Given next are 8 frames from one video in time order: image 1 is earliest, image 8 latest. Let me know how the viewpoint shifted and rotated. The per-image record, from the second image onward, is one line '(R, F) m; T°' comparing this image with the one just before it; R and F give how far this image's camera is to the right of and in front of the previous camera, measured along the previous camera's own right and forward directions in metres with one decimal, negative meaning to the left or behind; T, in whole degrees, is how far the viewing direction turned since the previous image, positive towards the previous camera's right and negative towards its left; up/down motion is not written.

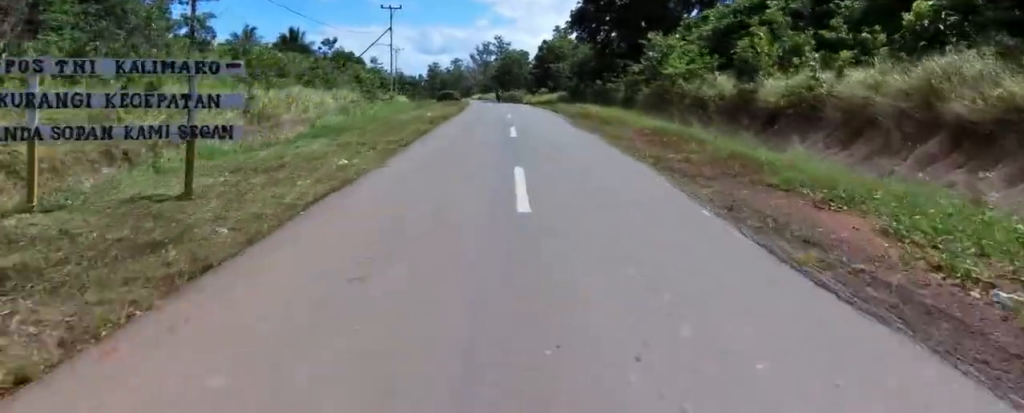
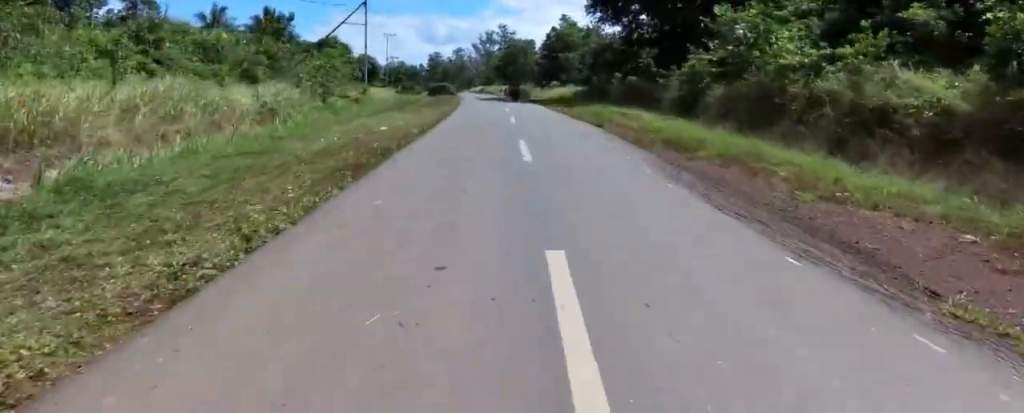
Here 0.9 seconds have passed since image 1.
(+0.7, +11.9) m; +3°
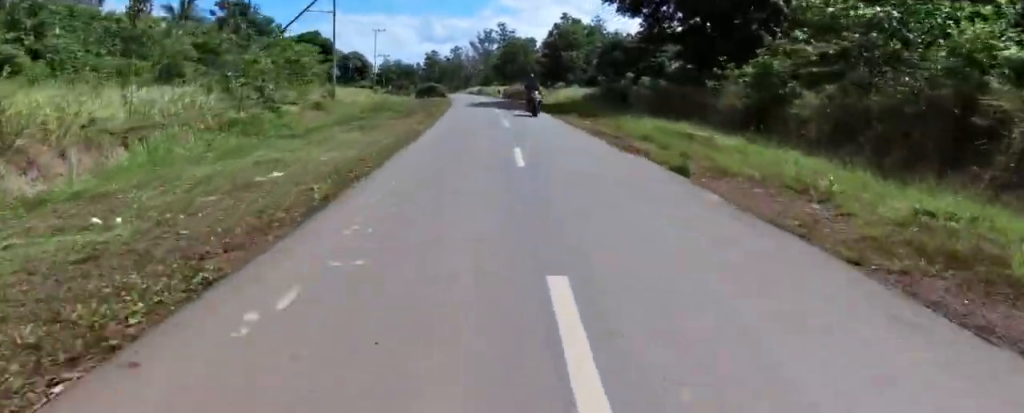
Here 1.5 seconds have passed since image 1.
(+0.5, +8.1) m; +1°
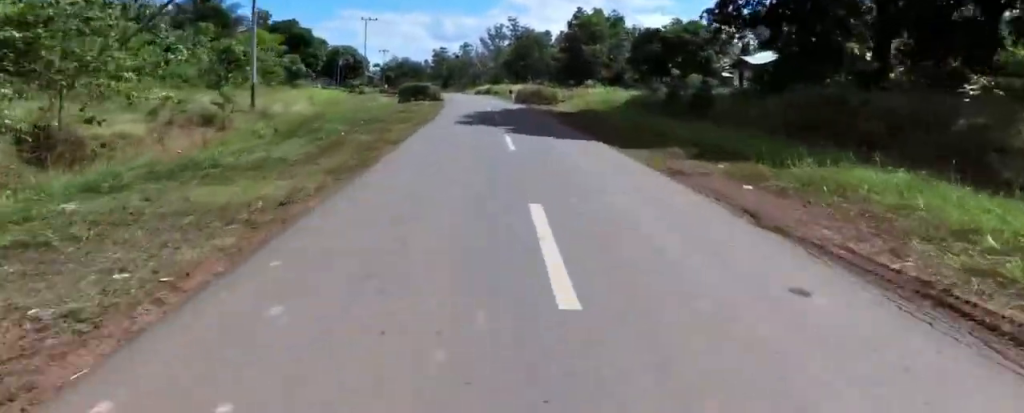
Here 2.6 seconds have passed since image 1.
(-1.0, +13.4) m; -4°
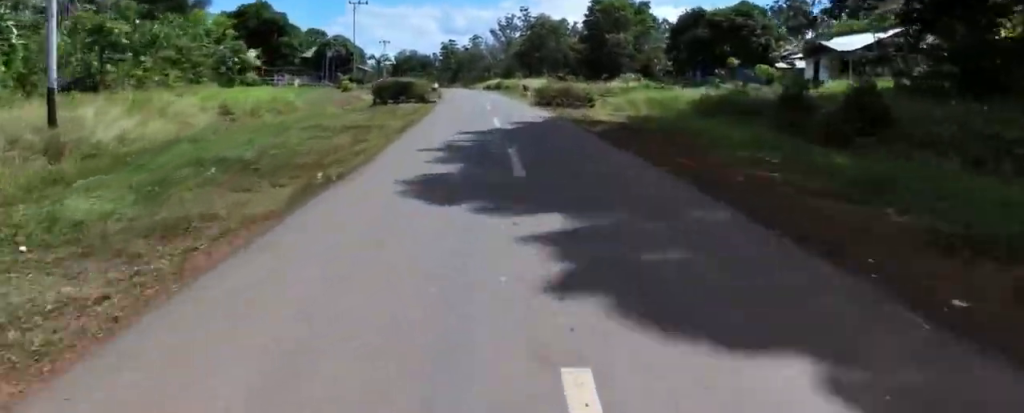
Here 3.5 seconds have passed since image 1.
(0.0, +11.0) m; +1°
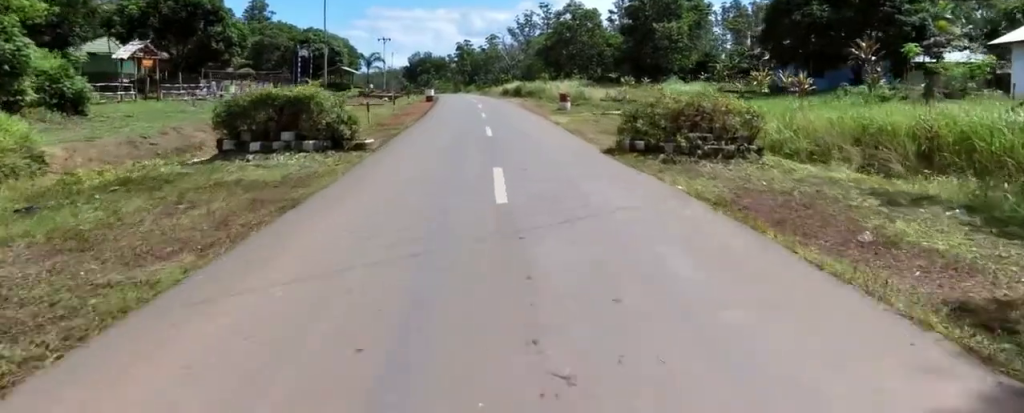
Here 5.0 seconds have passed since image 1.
(+0.2, +17.3) m; -4°
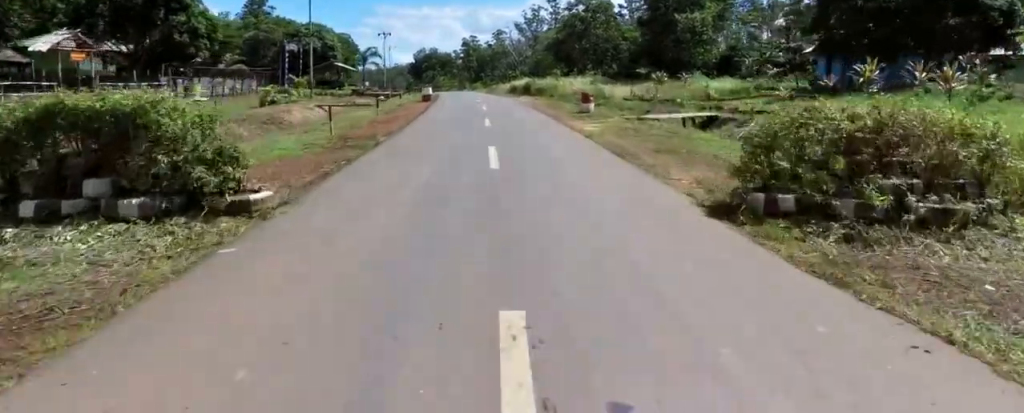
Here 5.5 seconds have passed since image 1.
(0.0, +5.8) m; -3°
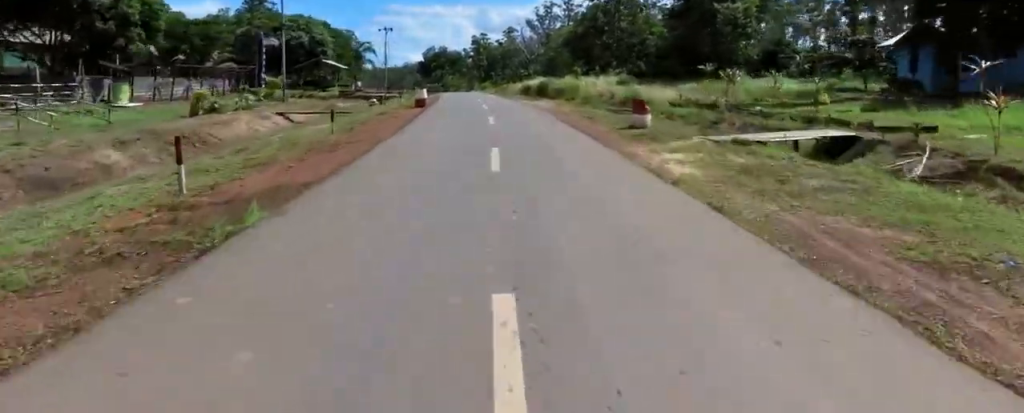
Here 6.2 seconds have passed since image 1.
(-1.0, +7.5) m; -1°
